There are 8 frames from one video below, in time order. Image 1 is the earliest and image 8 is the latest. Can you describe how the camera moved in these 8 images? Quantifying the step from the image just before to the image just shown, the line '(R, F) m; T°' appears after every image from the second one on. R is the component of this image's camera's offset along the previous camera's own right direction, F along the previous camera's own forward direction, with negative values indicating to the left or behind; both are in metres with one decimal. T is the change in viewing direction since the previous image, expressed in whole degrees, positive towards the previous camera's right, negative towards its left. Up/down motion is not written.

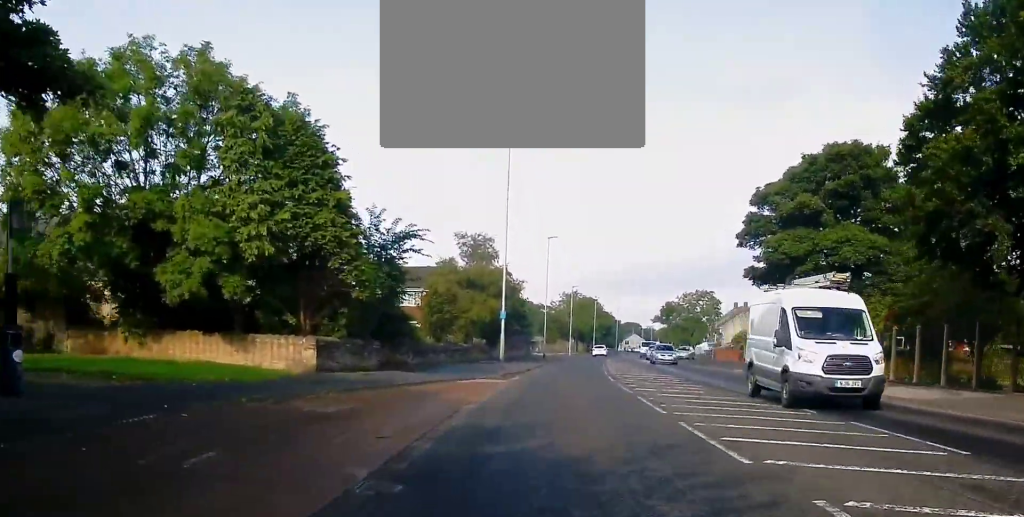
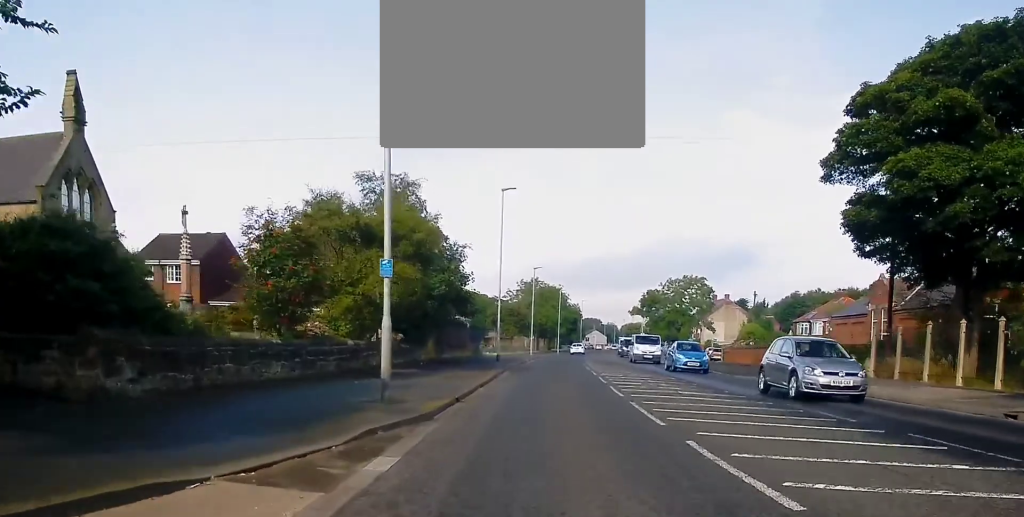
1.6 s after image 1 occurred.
(+0.8, +20.4) m; +4°
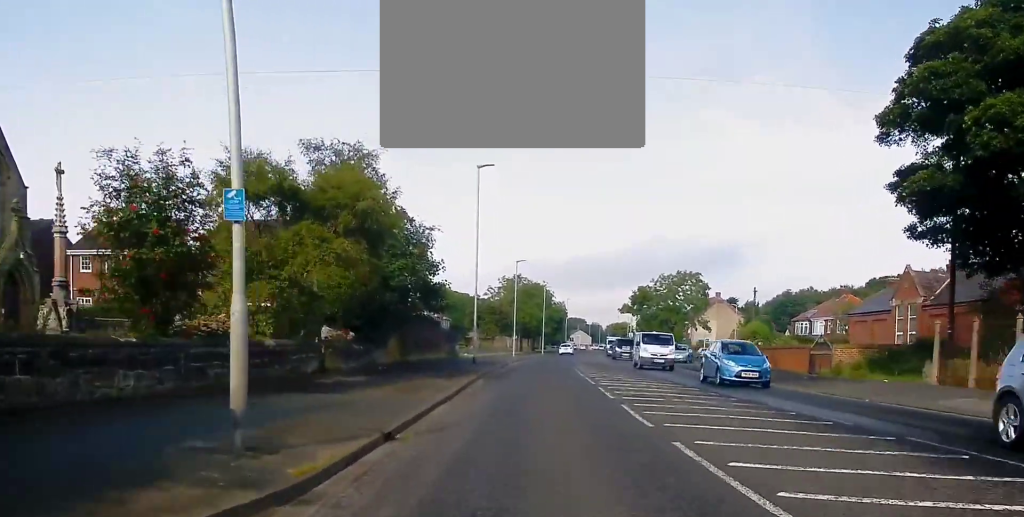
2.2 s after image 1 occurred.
(+0.1, +6.4) m; +1°
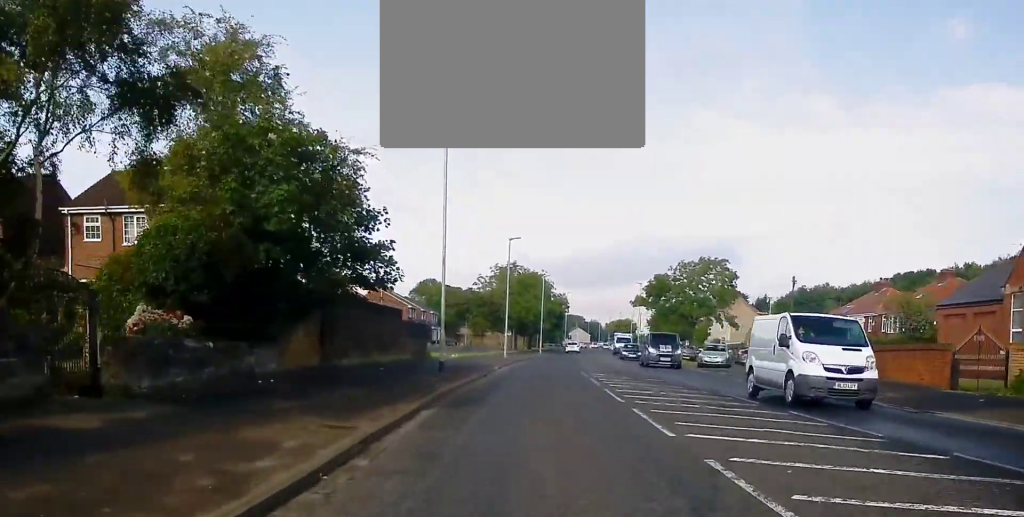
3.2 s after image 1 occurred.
(+0.2, +13.3) m; 0°
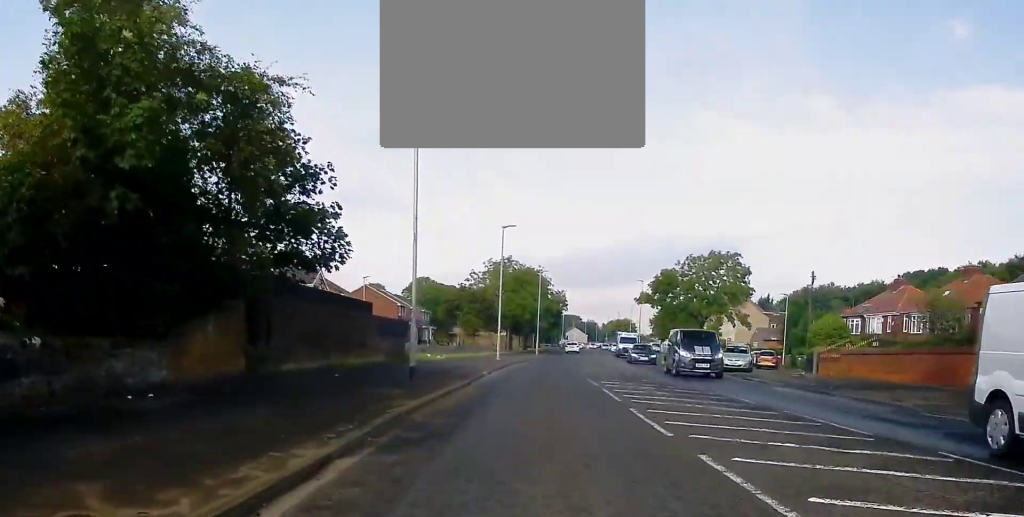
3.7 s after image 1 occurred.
(-0.3, +6.0) m; 0°
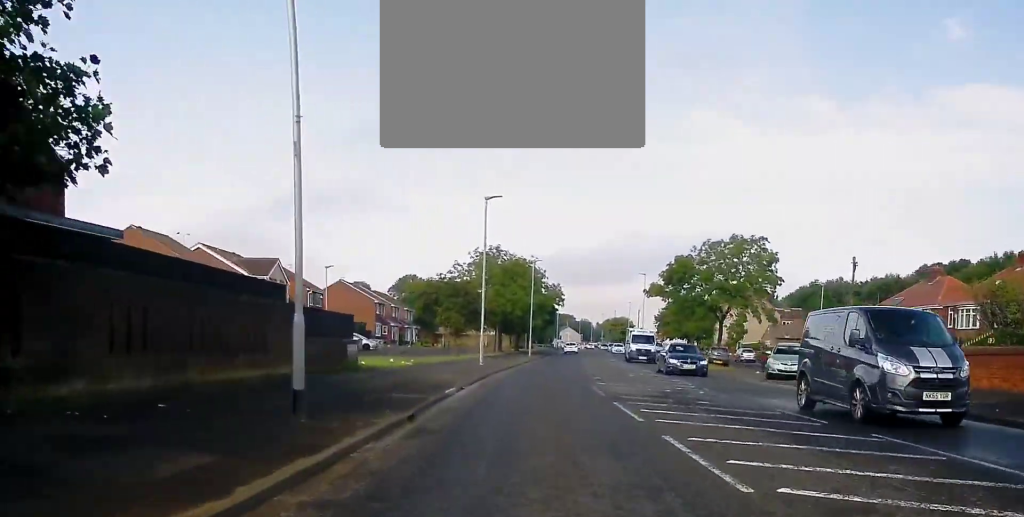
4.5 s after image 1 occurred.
(+0.3, +10.1) m; +2°
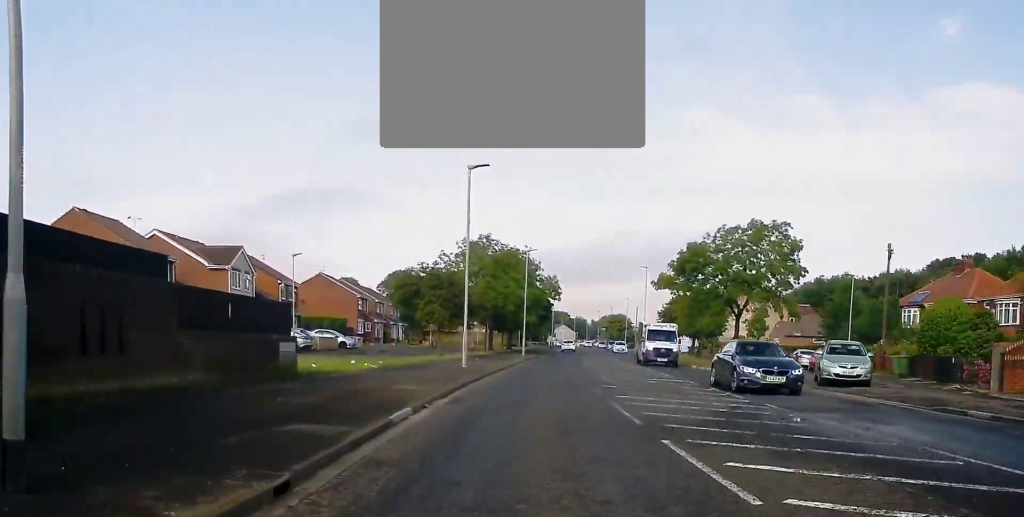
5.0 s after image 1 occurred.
(+0.1, +6.5) m; 0°
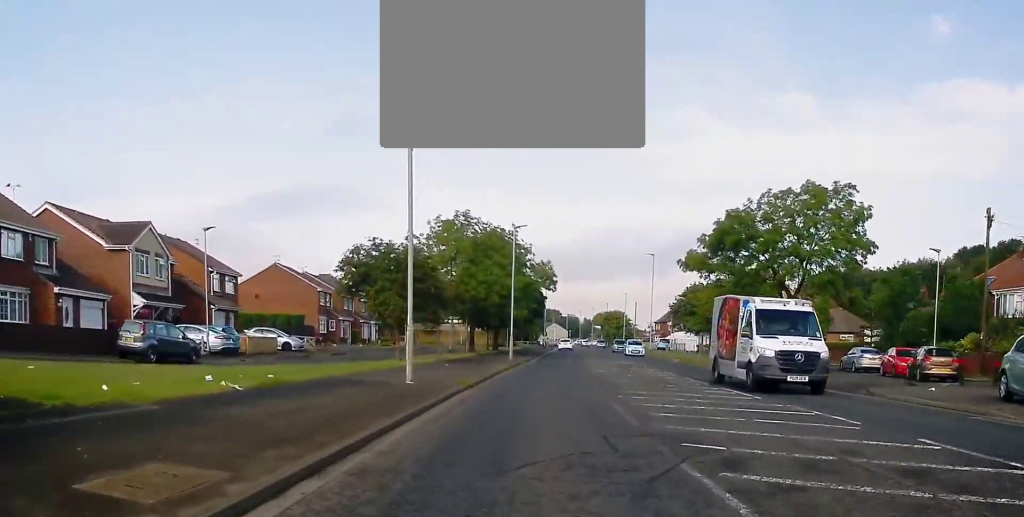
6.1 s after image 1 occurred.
(-0.1, +12.8) m; -2°
